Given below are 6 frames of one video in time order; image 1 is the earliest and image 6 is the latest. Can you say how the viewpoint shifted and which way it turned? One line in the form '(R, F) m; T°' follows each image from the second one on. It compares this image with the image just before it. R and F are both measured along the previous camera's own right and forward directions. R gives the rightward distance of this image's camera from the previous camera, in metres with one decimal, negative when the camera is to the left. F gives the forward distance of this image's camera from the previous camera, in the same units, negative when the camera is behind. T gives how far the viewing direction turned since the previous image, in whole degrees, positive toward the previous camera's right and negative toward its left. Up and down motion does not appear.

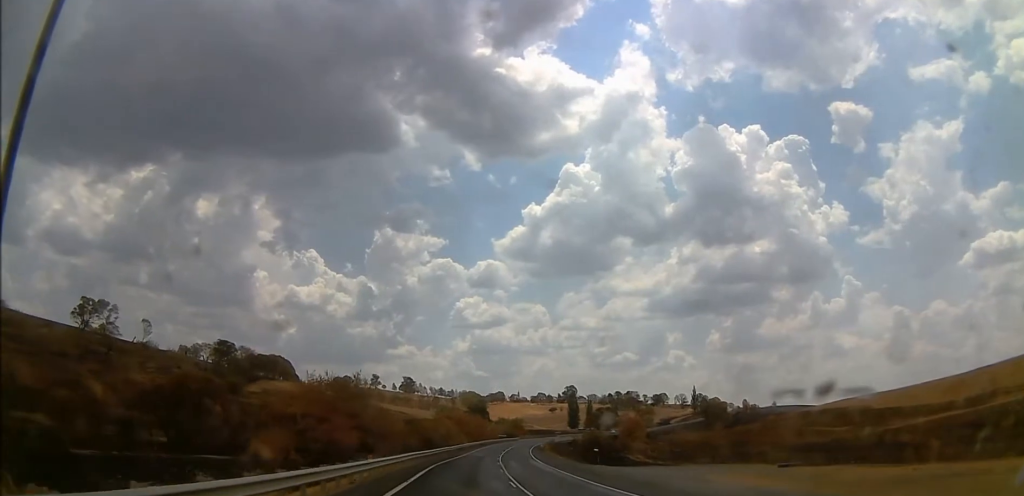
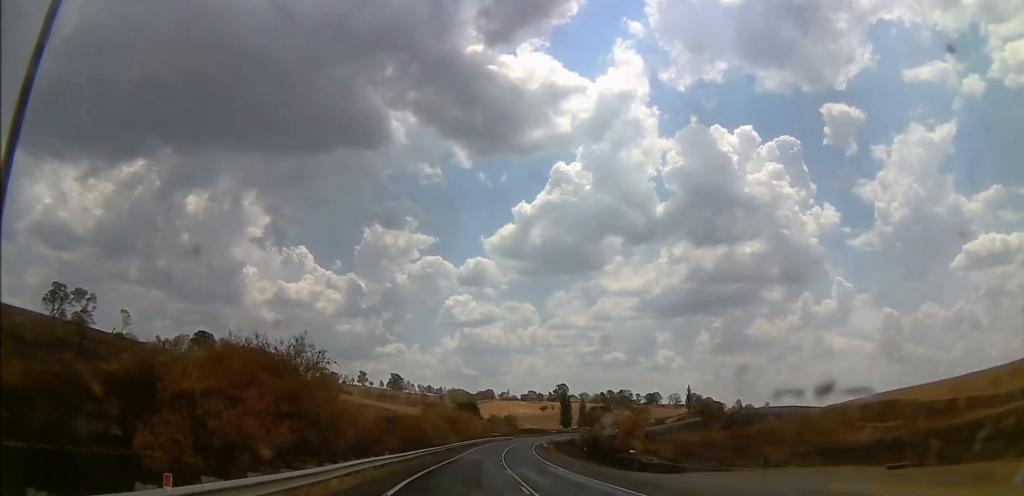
(0.0, +16.0) m; 0°
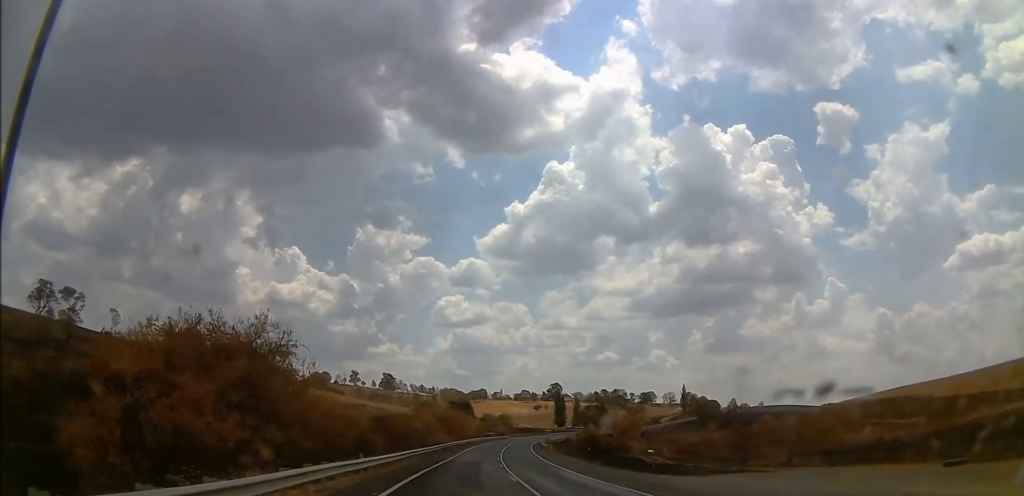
(-0.1, +5.9) m; 0°
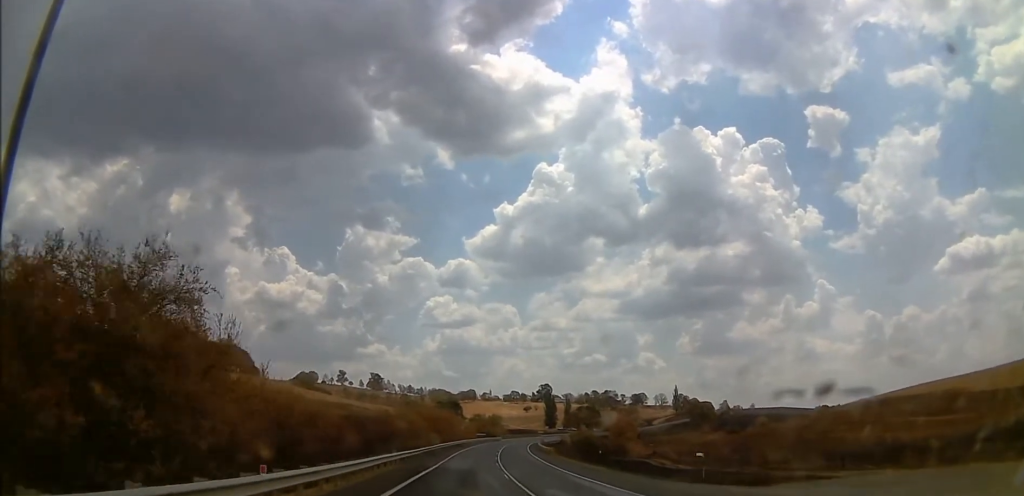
(0.0, +10.0) m; 0°
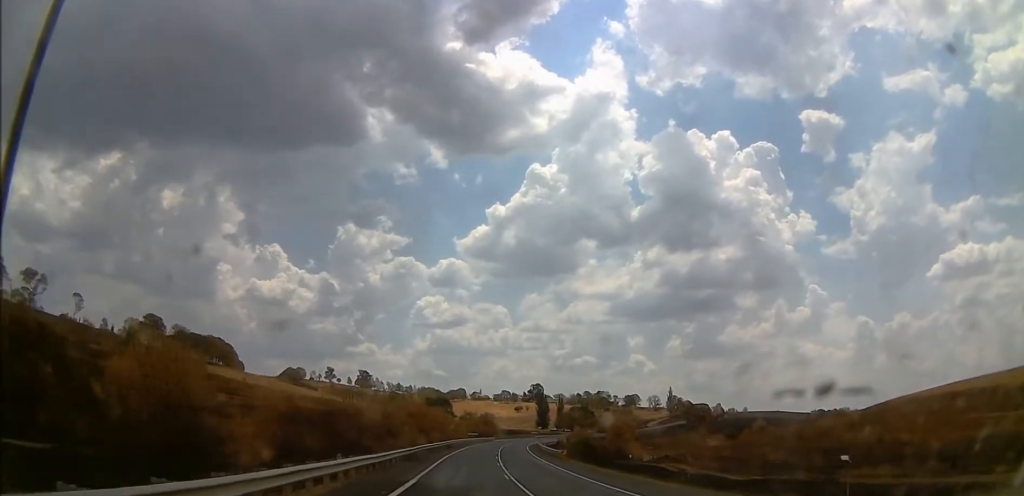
(0.0, +13.1) m; +3°
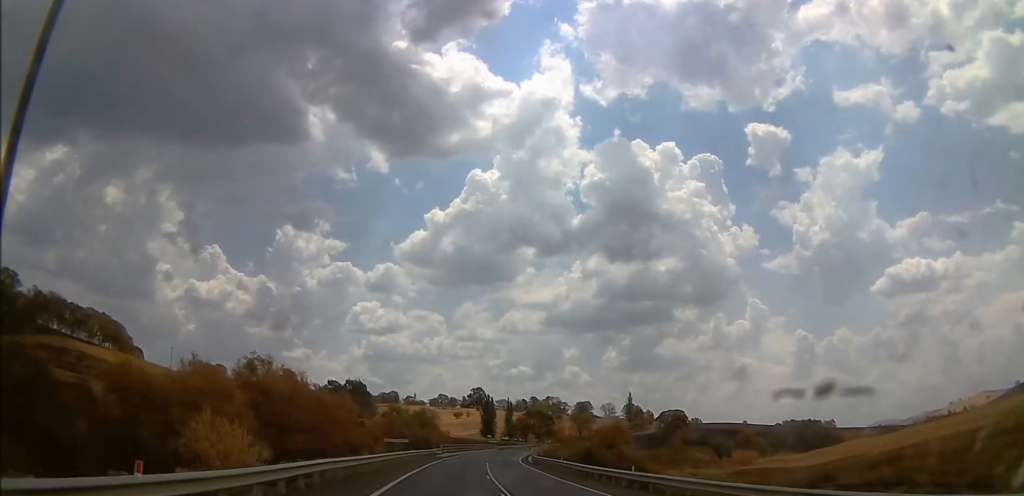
(+5.0, +69.6) m; +6°
